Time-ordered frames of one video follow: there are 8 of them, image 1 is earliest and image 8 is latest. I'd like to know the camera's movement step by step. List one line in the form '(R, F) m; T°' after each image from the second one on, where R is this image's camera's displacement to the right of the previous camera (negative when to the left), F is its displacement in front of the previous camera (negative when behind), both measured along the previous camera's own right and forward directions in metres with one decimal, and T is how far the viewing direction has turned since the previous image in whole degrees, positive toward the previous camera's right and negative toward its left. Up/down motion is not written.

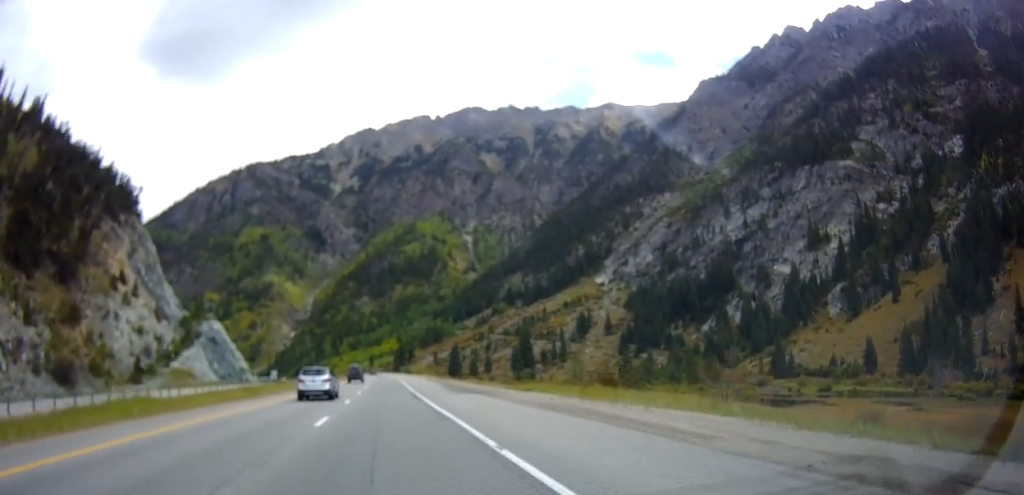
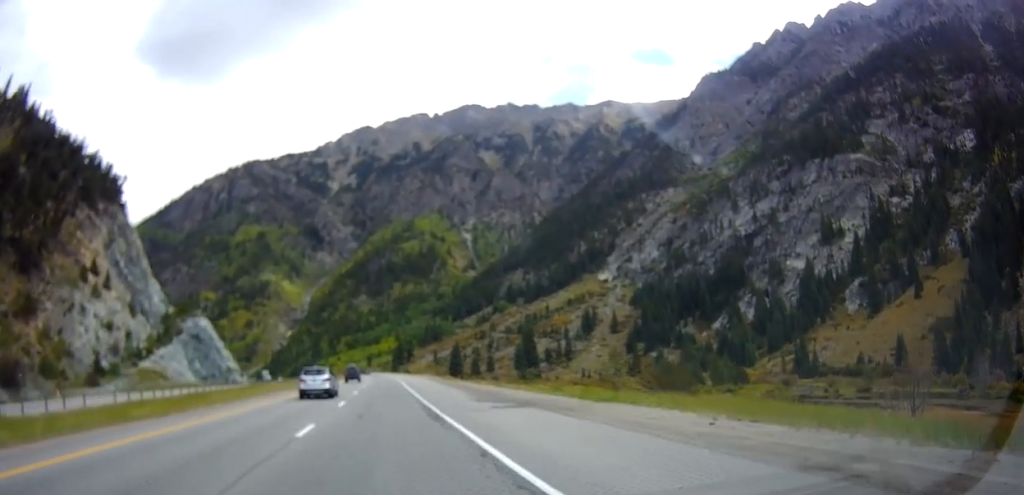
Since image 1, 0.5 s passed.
(0.0, +14.7) m; 0°
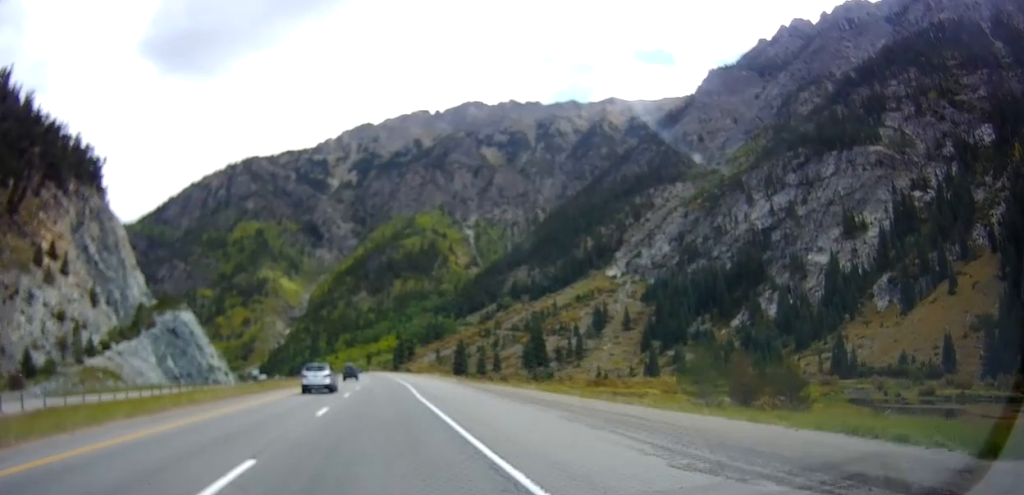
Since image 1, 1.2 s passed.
(0.0, +19.1) m; 0°
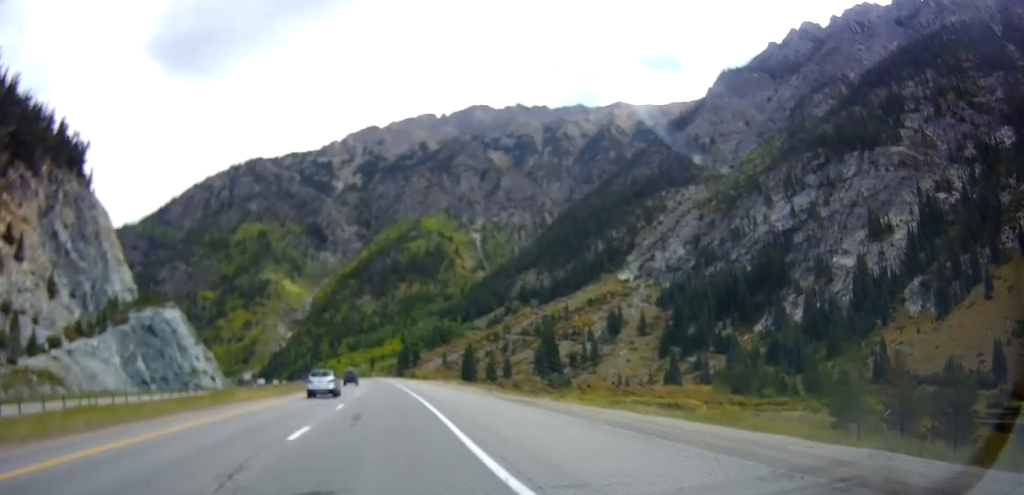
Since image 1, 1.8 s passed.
(0.0, +17.6) m; 0°
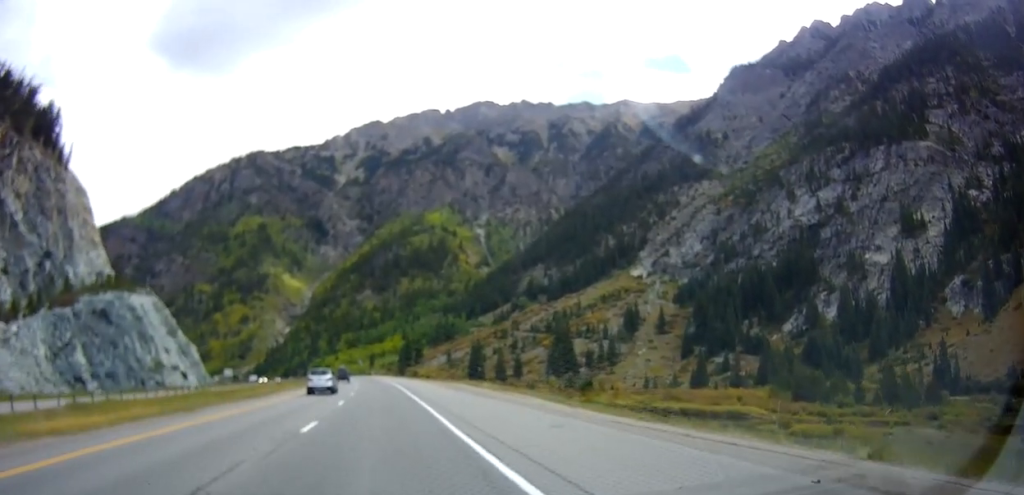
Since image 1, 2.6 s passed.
(-0.3, +24.0) m; 0°
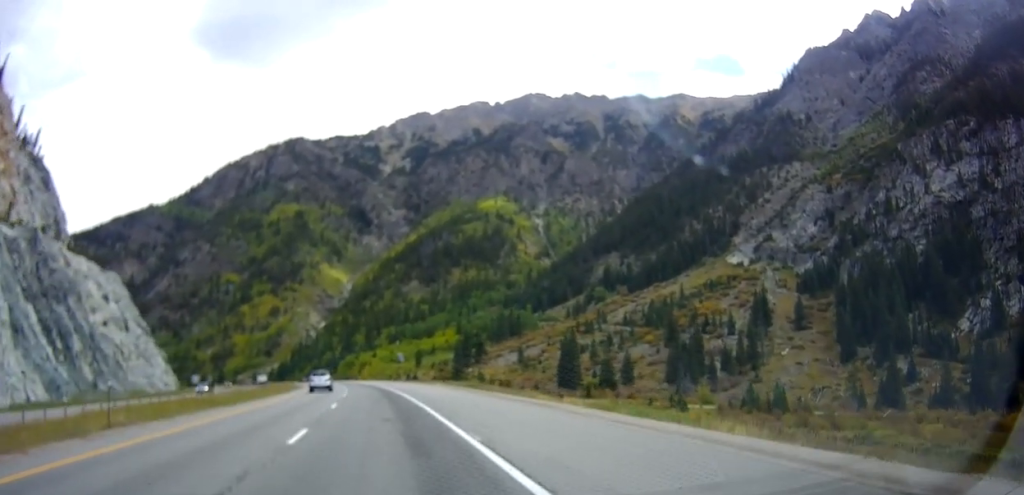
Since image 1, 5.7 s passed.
(+0.5, +86.8) m; -1°
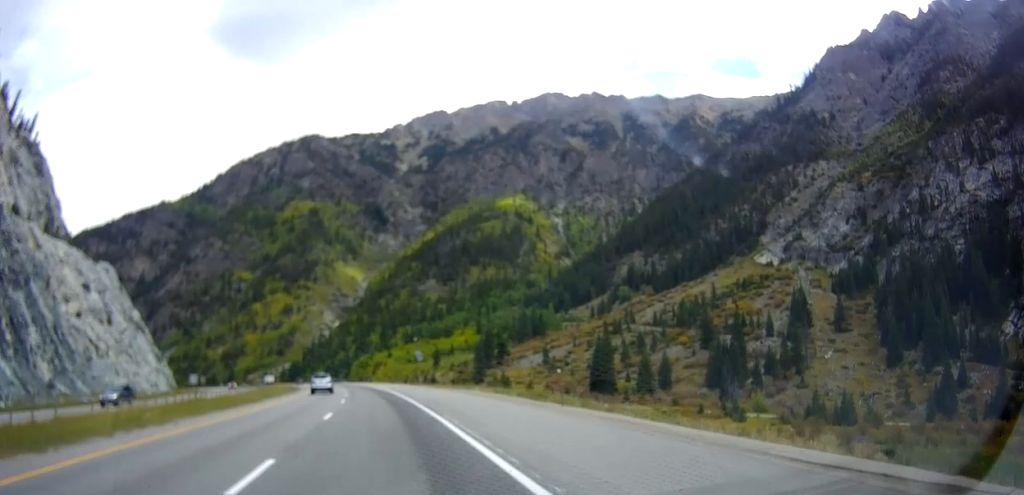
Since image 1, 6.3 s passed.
(-0.1, +16.8) m; 0°
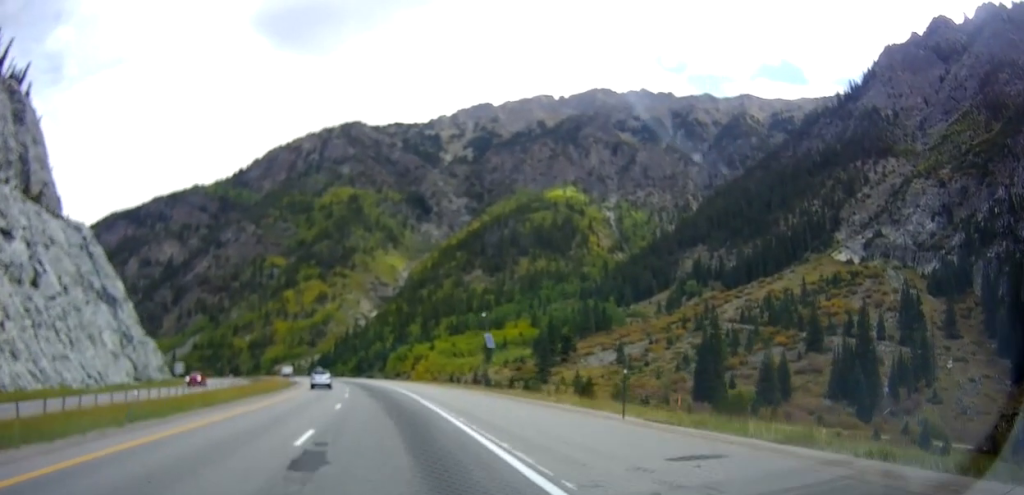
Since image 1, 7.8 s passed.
(-0.5, +42.2) m; -2°
